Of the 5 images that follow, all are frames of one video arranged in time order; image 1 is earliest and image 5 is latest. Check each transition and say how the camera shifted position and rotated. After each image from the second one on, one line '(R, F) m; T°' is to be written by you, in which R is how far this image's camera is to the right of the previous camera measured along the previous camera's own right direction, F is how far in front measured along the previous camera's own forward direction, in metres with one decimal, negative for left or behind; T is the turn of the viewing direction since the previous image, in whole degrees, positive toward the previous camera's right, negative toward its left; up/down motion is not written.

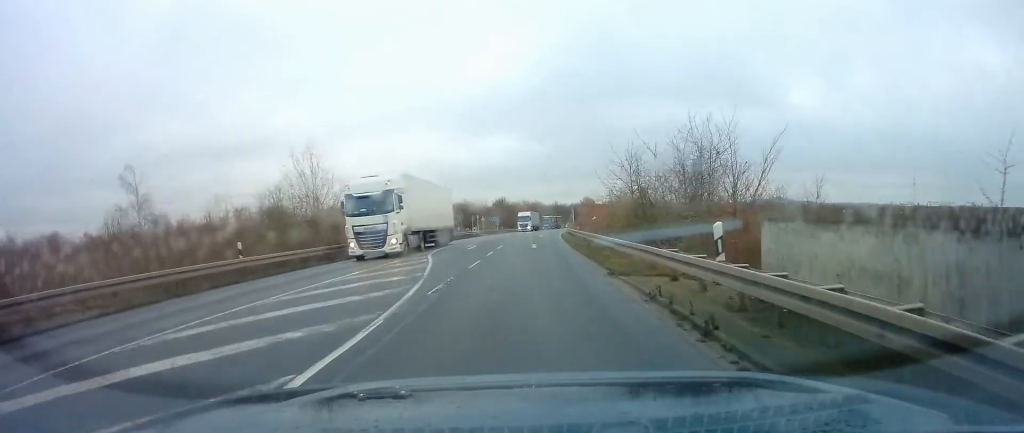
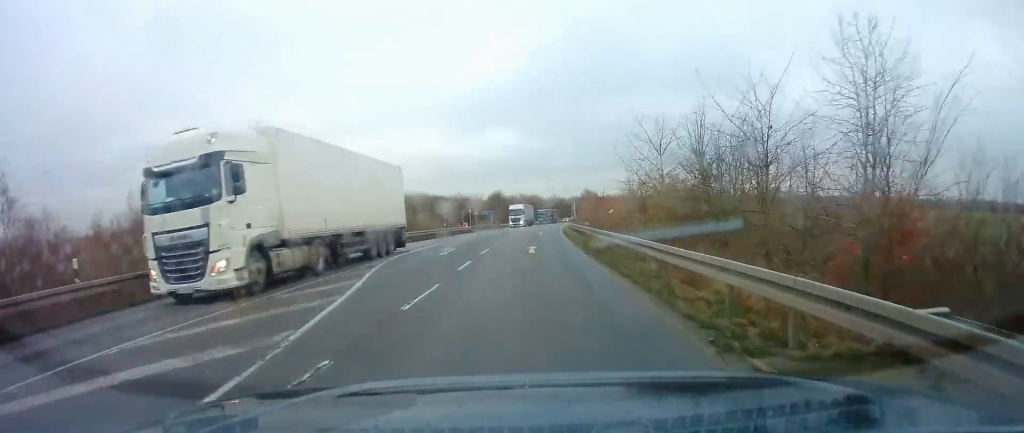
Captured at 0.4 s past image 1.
(0.0, +8.4) m; 0°
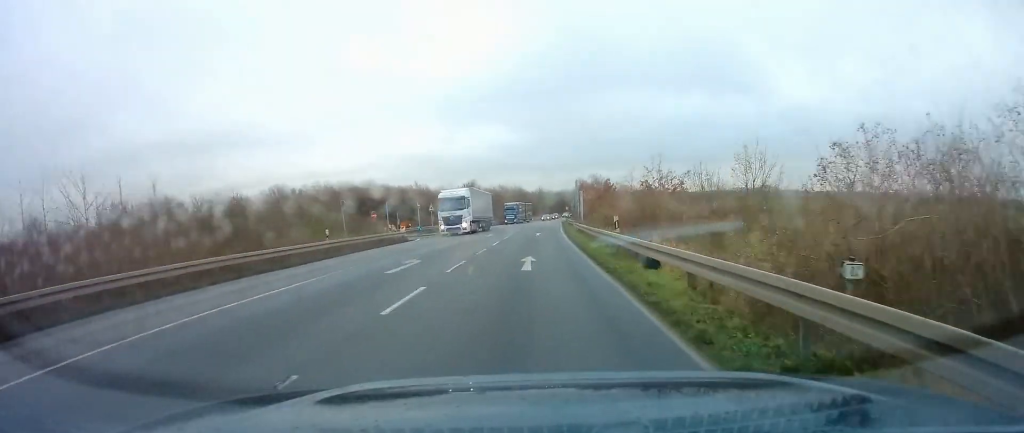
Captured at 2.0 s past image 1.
(+0.1, +30.5) m; +1°
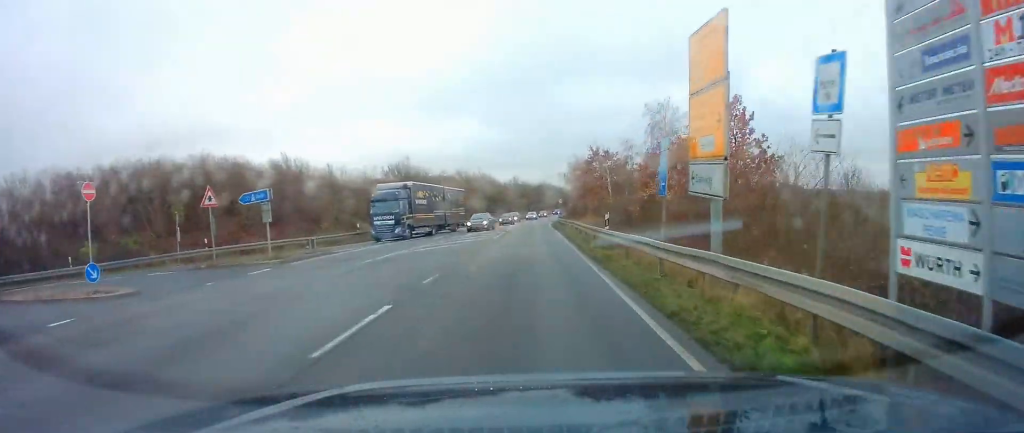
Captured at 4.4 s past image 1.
(+1.2, +45.5) m; +3°
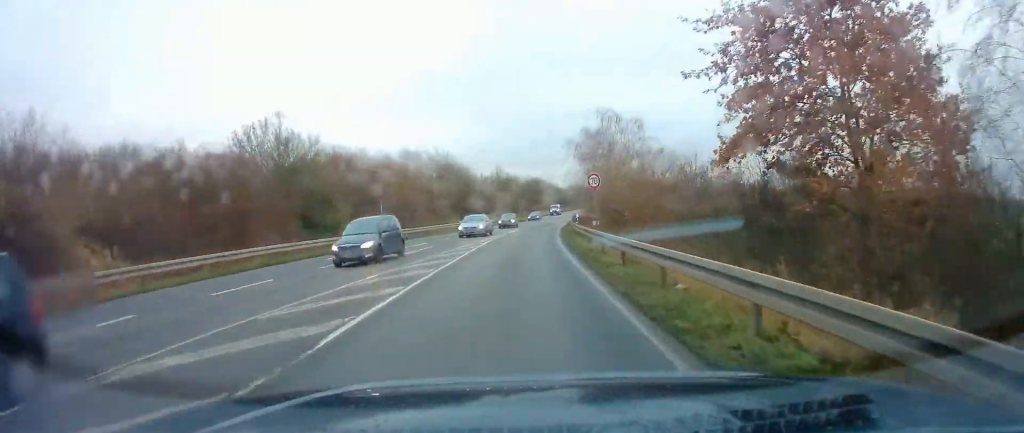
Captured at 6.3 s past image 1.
(+0.3, +37.1) m; 0°
